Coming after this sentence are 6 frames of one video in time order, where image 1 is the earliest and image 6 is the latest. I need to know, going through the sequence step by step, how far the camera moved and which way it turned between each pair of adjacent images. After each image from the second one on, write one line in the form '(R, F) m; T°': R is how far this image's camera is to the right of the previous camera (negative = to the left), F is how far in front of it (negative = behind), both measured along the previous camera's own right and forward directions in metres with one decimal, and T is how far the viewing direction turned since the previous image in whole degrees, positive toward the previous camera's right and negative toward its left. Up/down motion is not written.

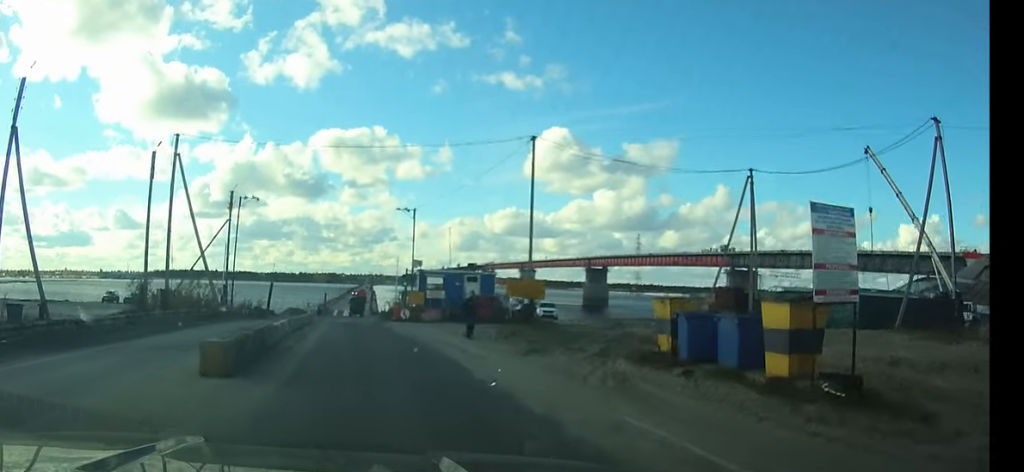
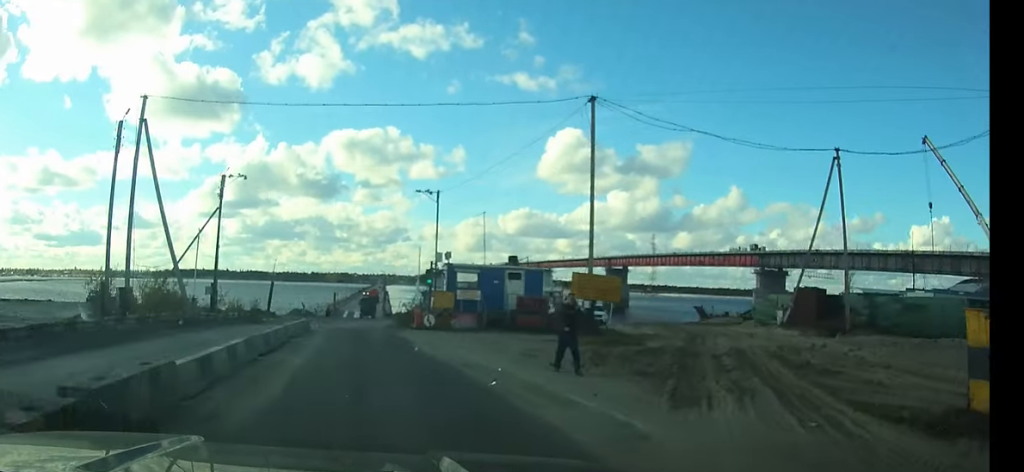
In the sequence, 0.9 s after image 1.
(0.0, +7.7) m; -1°
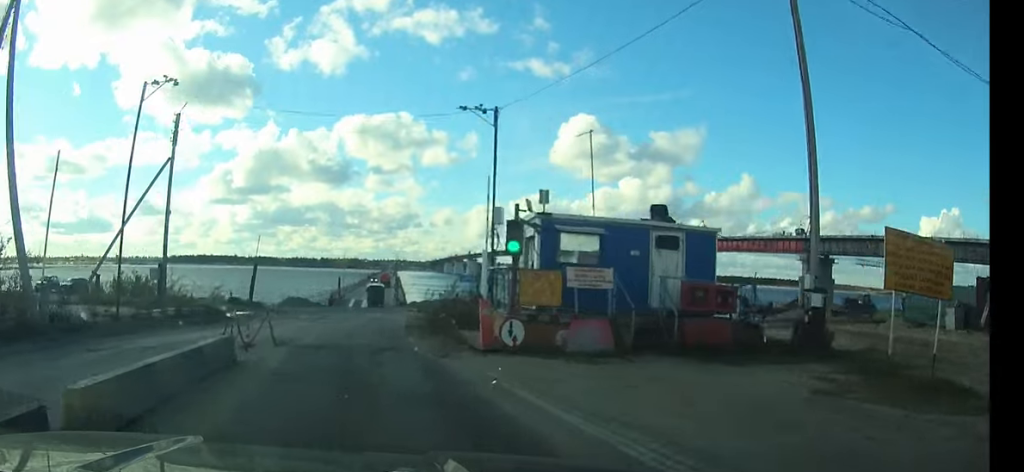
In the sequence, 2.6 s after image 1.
(-0.1, +12.9) m; -1°
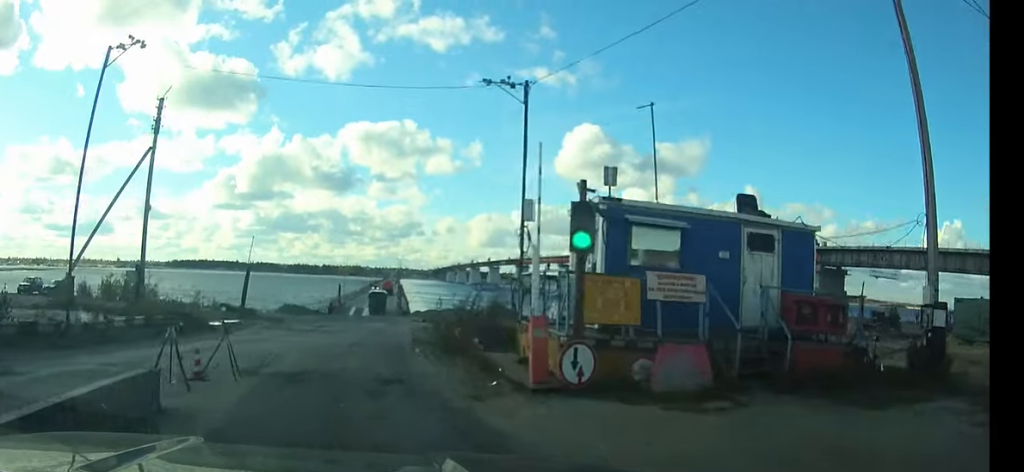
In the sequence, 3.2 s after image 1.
(0.0, +3.5) m; 0°
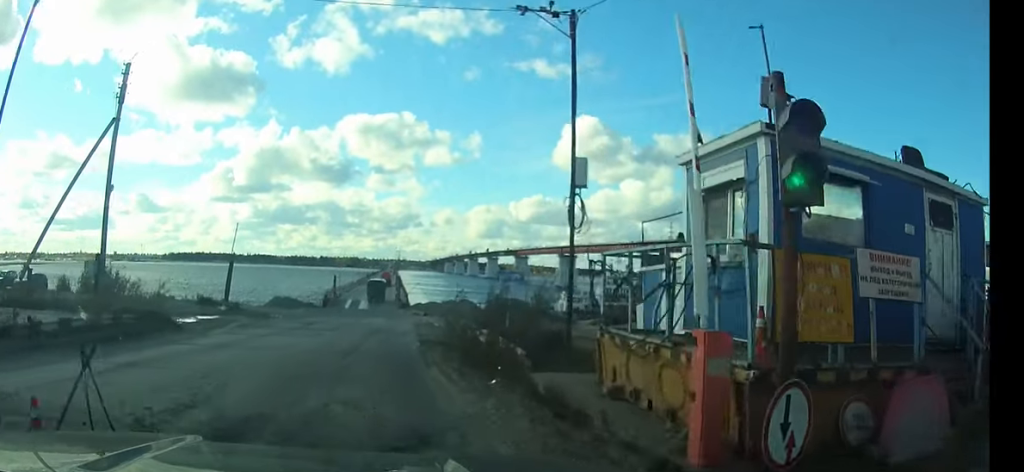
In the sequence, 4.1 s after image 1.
(0.0, +4.8) m; +1°
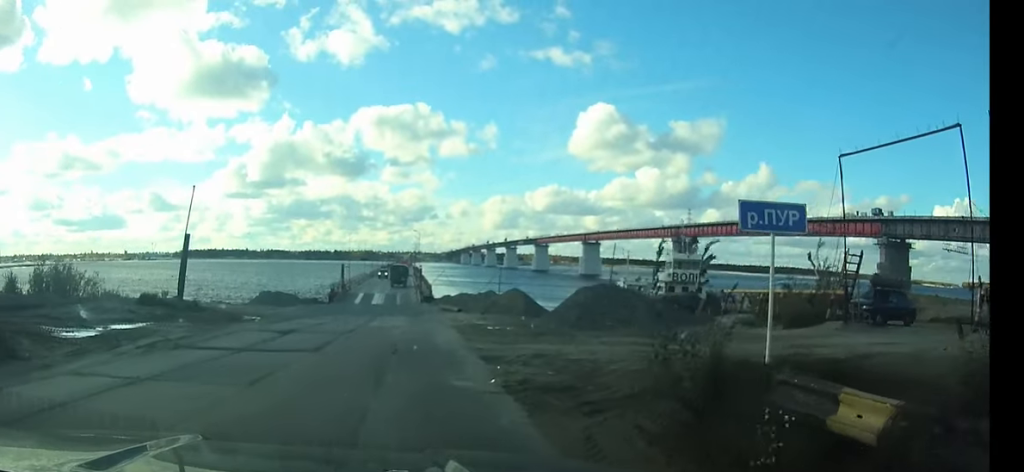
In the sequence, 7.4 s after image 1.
(-0.1, +16.6) m; -1°
